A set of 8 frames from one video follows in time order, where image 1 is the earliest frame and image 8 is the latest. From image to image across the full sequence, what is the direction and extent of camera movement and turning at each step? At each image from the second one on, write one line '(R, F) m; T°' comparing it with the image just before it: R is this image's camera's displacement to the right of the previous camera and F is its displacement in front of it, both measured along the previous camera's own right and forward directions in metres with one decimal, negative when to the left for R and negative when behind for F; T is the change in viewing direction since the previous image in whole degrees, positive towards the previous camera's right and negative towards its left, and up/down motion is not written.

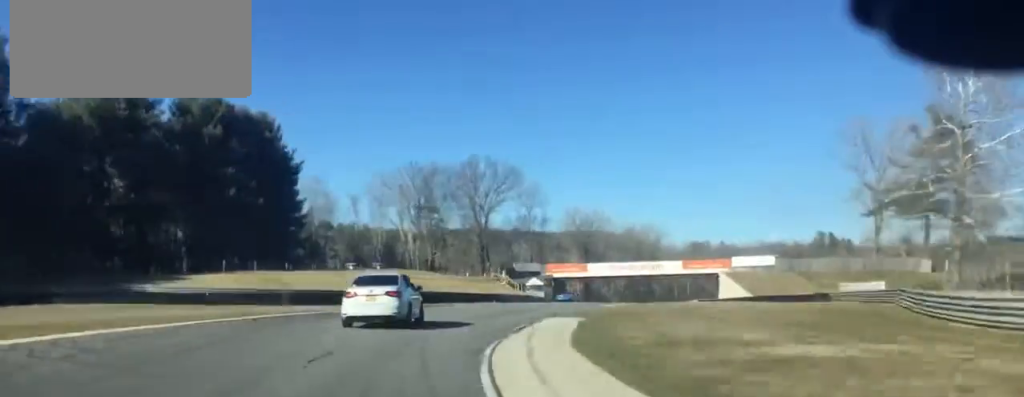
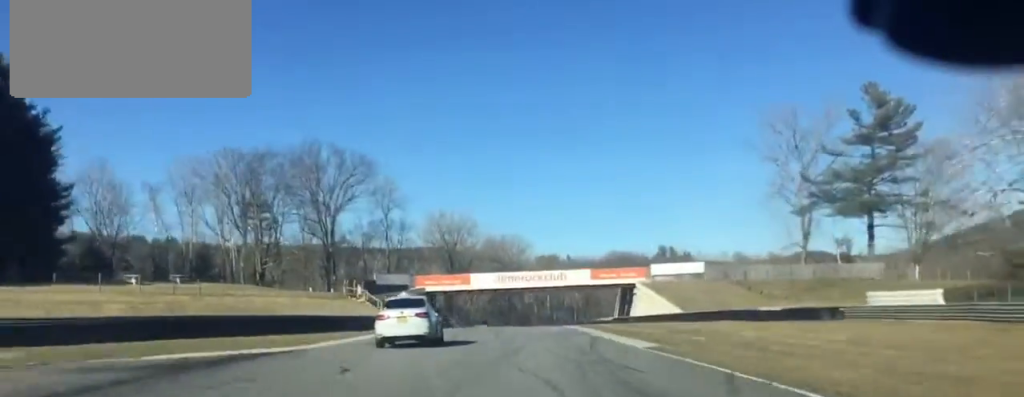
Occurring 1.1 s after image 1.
(+6.7, +31.8) m; +10°
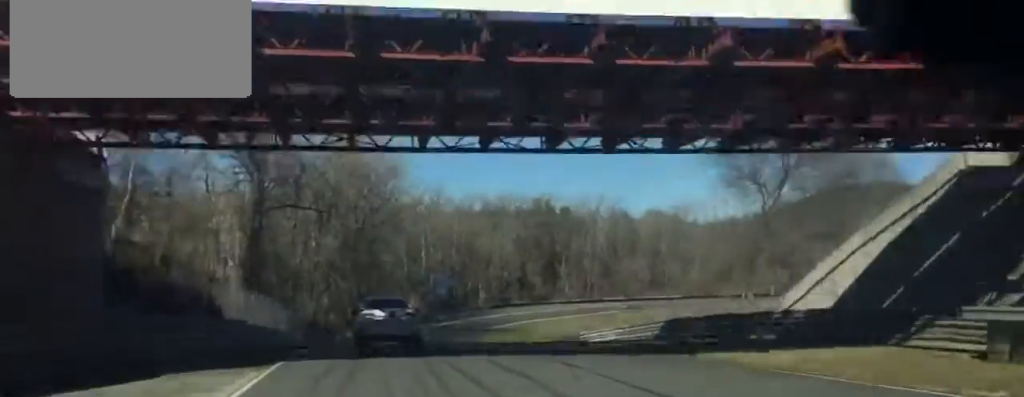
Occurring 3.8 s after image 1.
(+10.5, +94.9) m; +13°
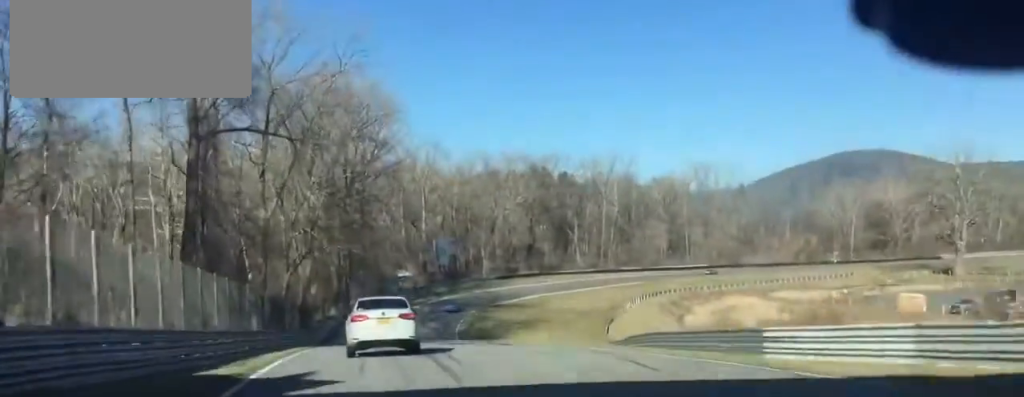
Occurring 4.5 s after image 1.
(-0.8, +23.4) m; -2°
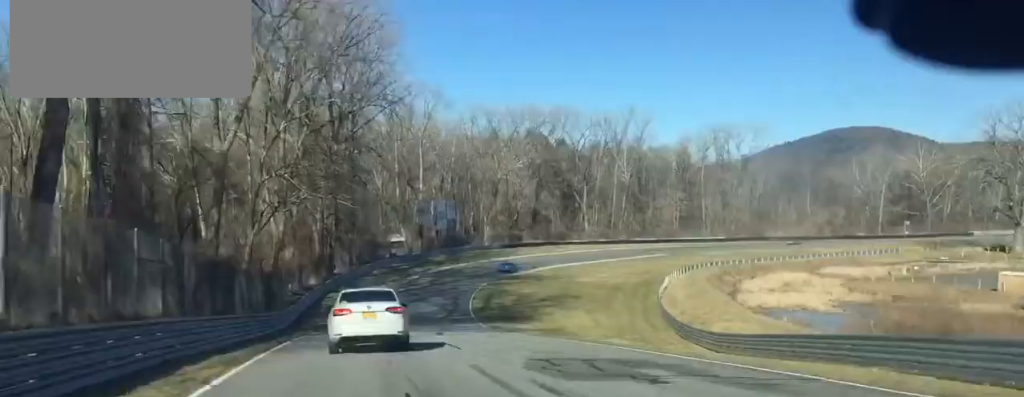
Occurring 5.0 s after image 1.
(-0.2, +20.5) m; +1°
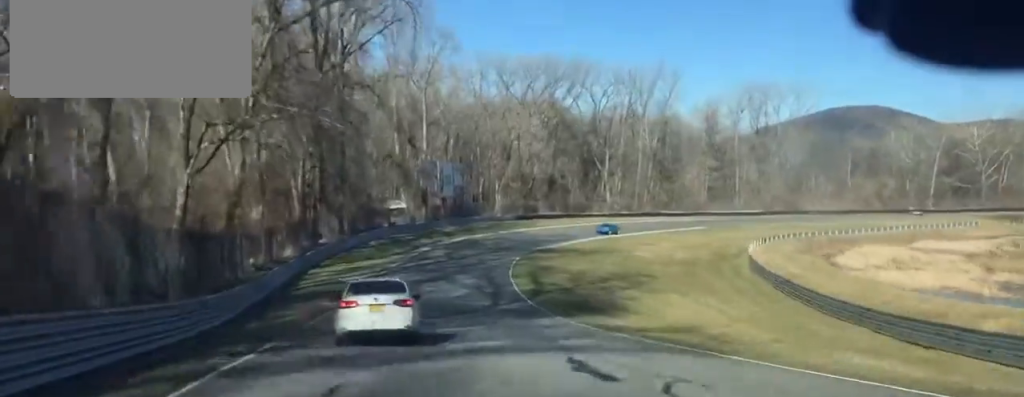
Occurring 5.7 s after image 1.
(-0.5, +25.0) m; +3°
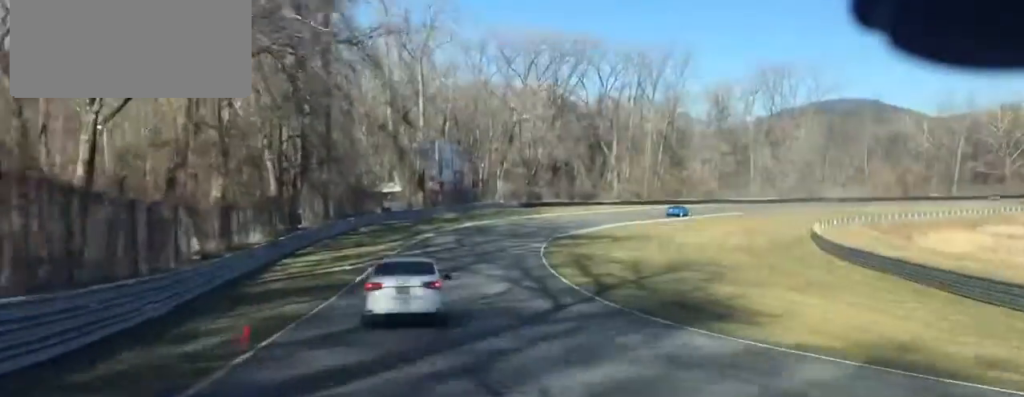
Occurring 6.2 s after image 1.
(+1.1, +14.5) m; +3°
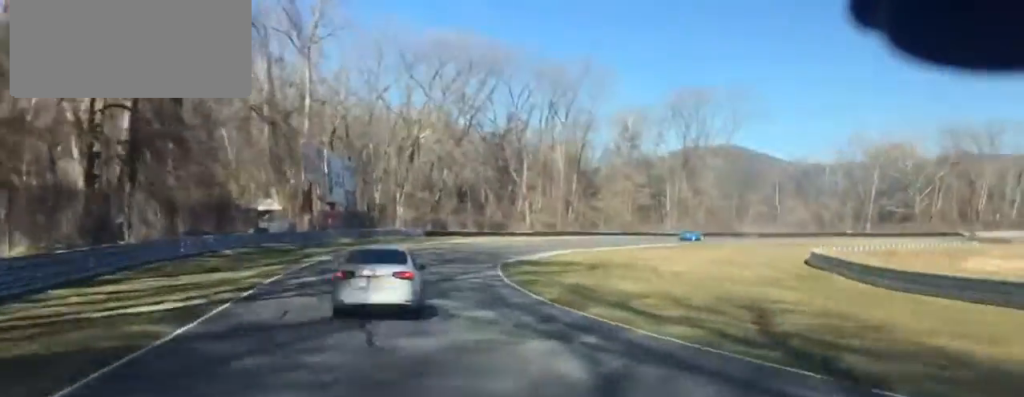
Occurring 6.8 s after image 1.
(+0.8, +21.2) m; +4°
